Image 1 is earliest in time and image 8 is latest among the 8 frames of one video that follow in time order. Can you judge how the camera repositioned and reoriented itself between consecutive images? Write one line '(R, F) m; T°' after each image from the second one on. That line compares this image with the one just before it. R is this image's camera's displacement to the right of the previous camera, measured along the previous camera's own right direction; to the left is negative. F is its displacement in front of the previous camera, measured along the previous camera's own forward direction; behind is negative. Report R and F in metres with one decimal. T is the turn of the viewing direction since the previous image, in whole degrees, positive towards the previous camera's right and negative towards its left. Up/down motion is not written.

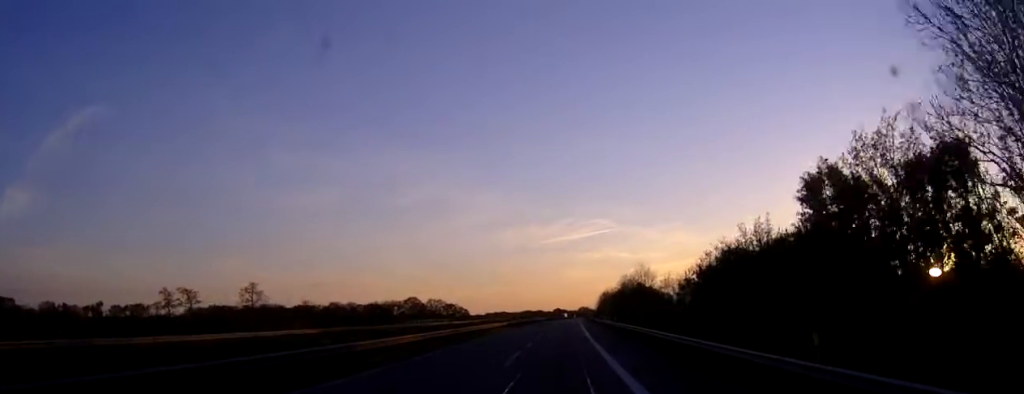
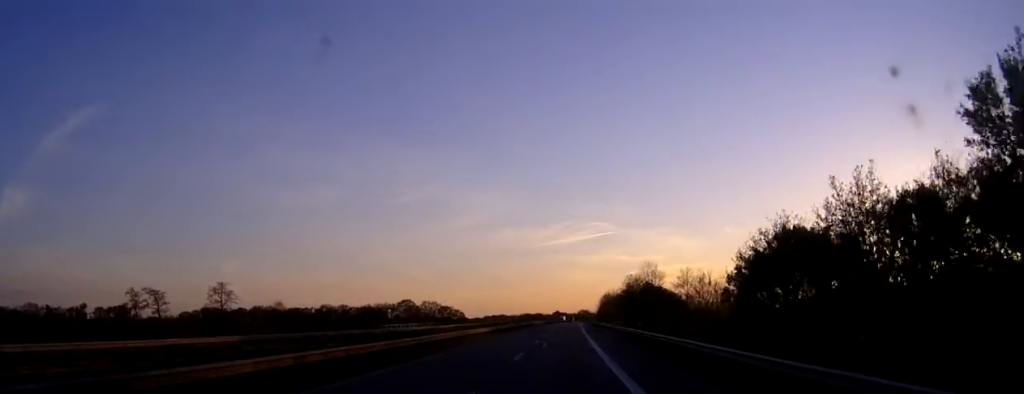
(0.0, +13.1) m; 0°
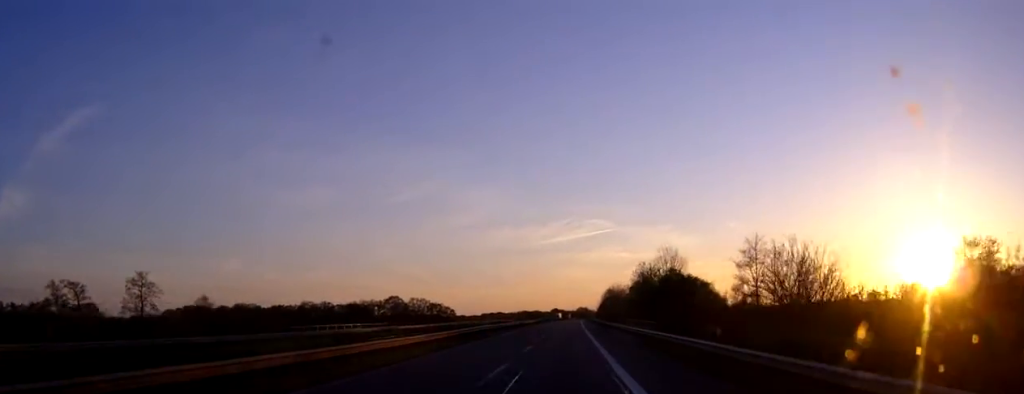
(+0.1, +26.2) m; 0°
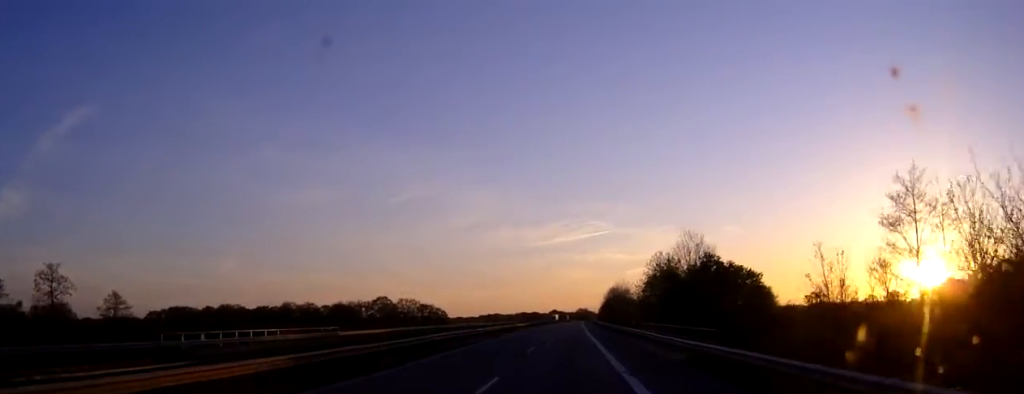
(0.0, +21.6) m; 0°
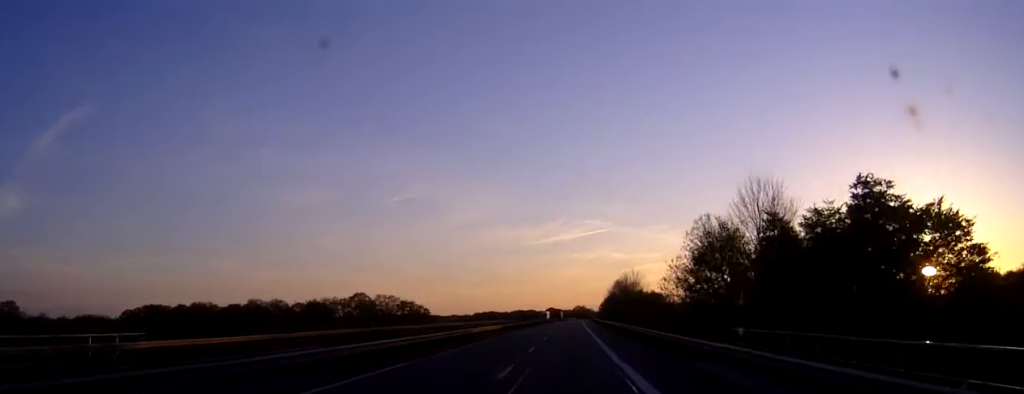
(0.0, +33.8) m; 0°
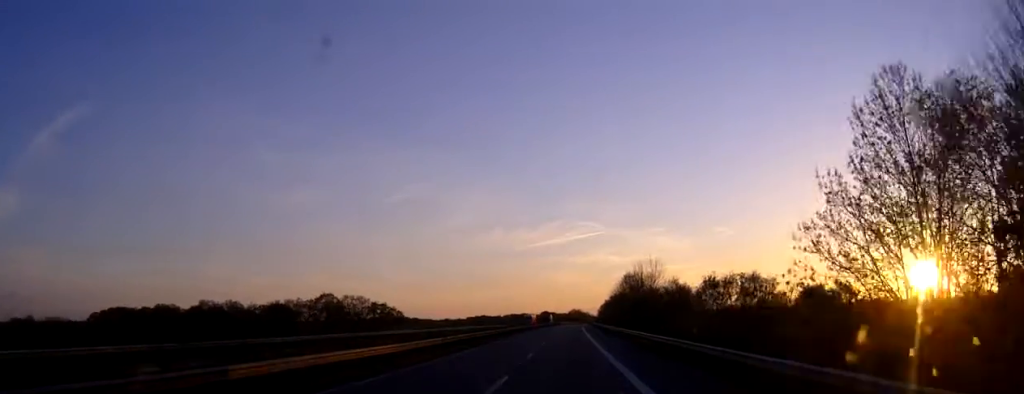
(+0.1, +38.3) m; 0°
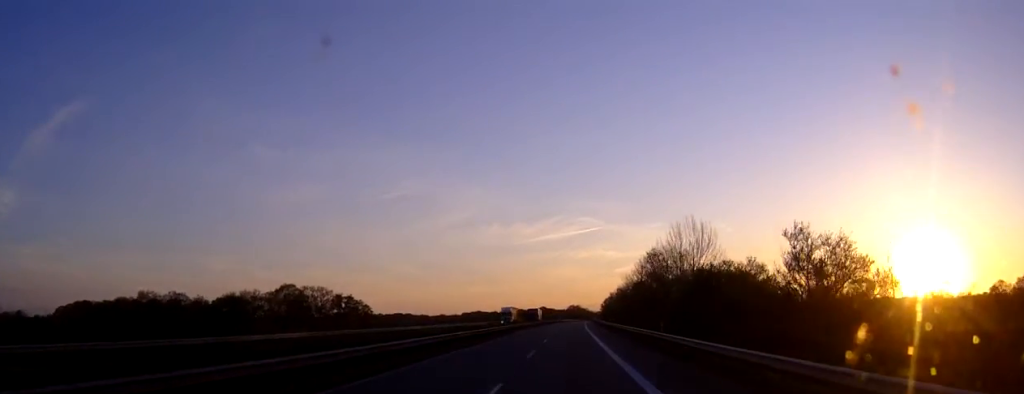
(0.0, +39.1) m; 0°
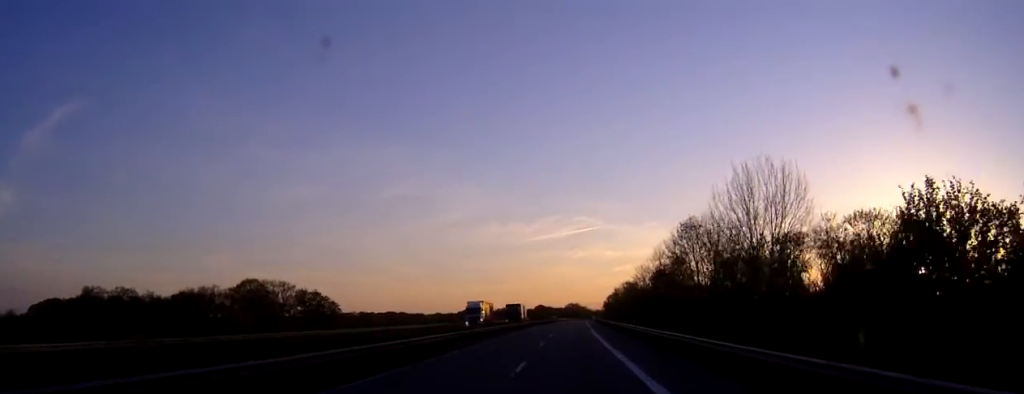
(+0.1, +28.8) m; 0°
